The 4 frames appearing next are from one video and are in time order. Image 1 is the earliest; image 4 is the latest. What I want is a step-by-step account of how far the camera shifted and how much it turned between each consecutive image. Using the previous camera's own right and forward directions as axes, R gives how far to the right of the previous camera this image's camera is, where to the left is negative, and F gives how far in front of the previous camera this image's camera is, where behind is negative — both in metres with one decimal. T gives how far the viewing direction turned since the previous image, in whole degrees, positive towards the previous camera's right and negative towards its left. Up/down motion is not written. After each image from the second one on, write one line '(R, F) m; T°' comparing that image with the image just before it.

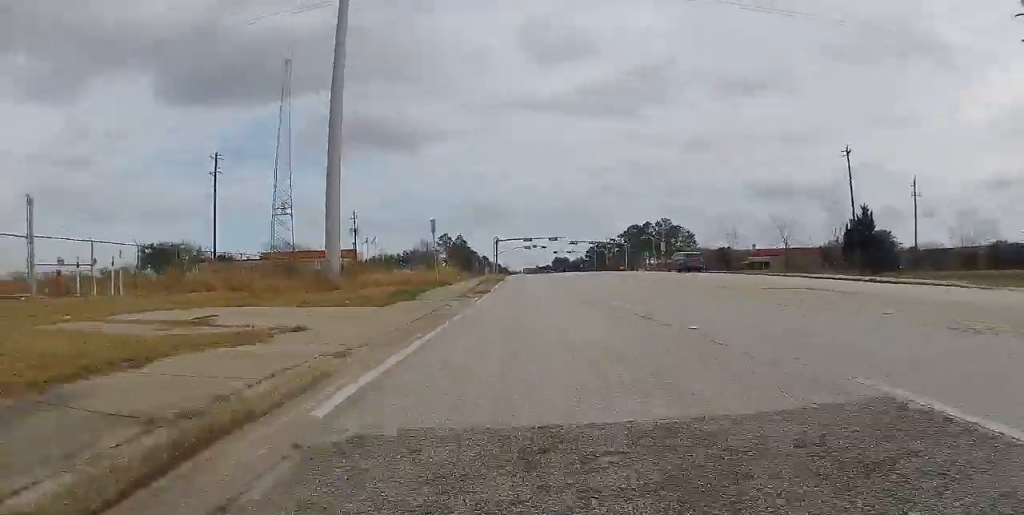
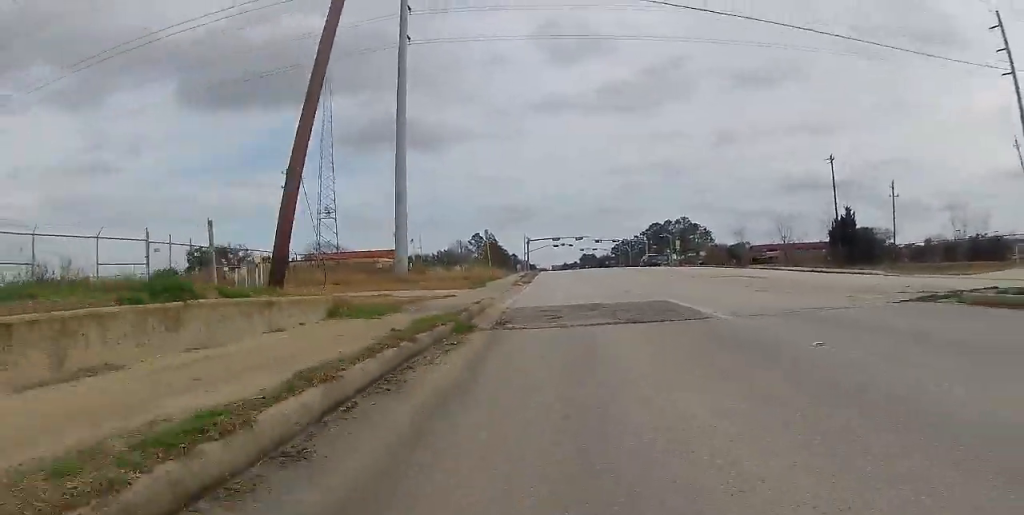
(0.0, +9.3) m; -1°
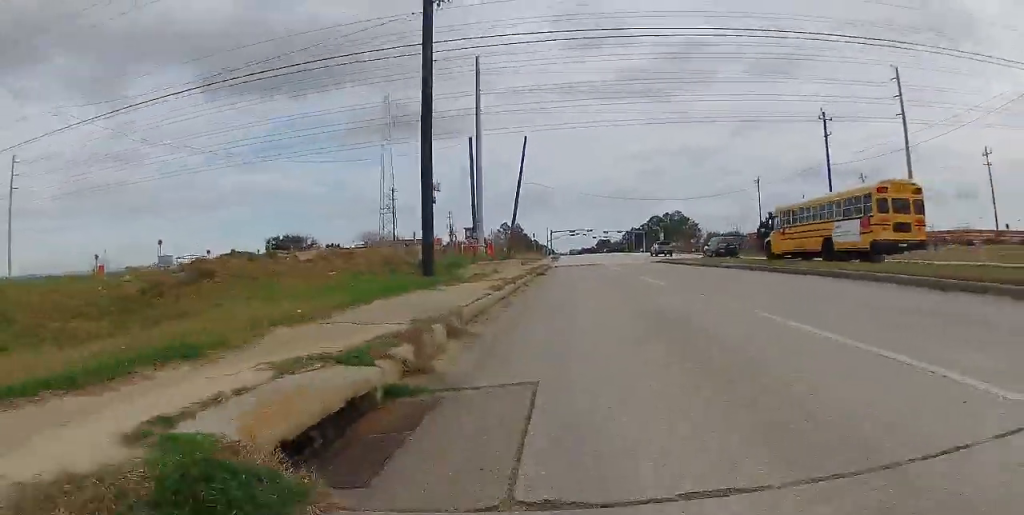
(+0.3, +31.1) m; 0°
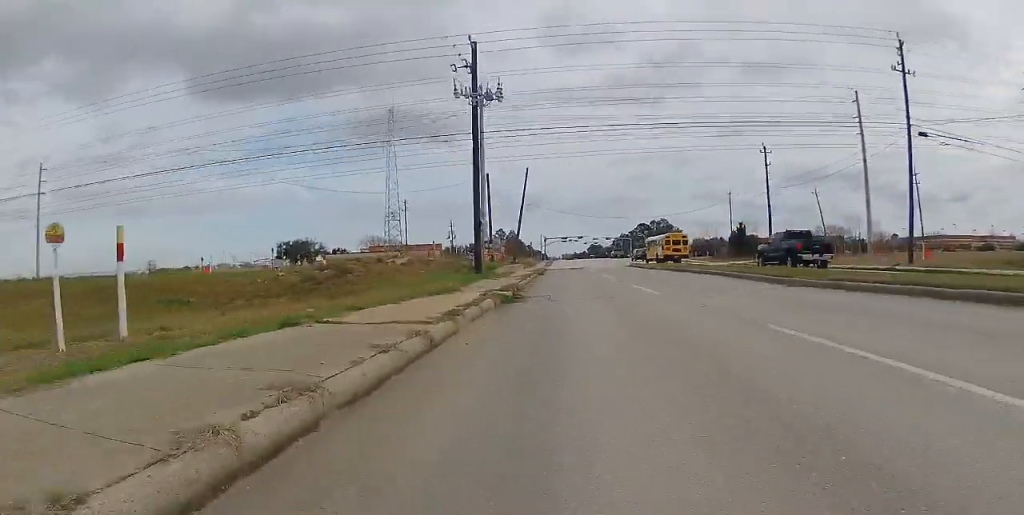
(-0.7, +11.9) m; -3°
